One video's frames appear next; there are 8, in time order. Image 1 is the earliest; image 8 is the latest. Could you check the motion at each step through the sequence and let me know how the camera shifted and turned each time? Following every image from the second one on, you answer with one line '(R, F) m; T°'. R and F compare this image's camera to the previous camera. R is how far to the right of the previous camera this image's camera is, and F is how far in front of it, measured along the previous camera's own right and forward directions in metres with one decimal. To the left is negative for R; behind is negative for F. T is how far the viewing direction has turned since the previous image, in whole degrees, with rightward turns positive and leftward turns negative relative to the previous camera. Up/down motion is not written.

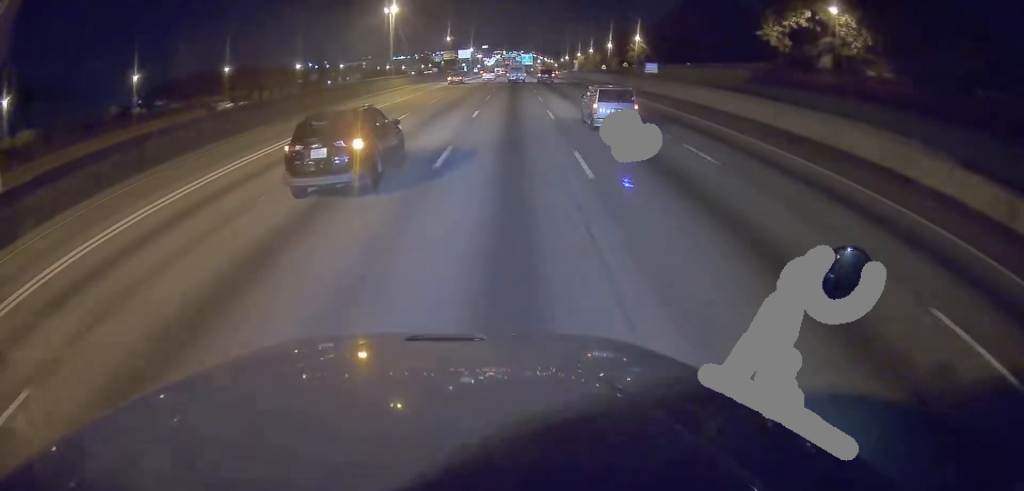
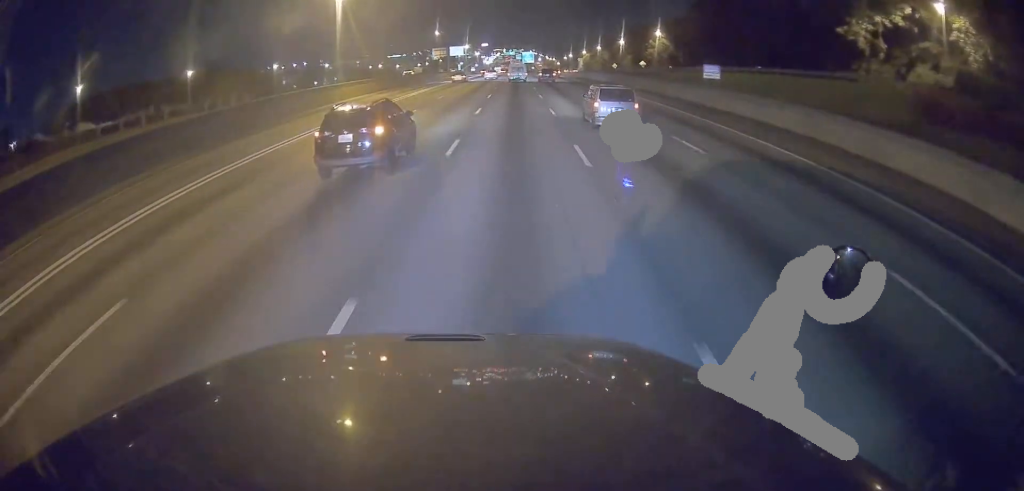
(+0.3, +23.0) m; 0°
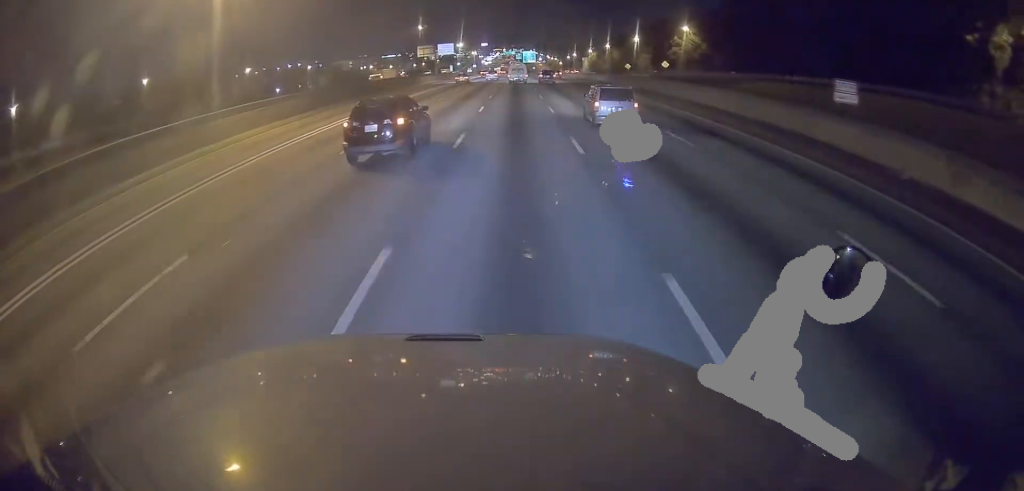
(-0.3, +22.4) m; 0°
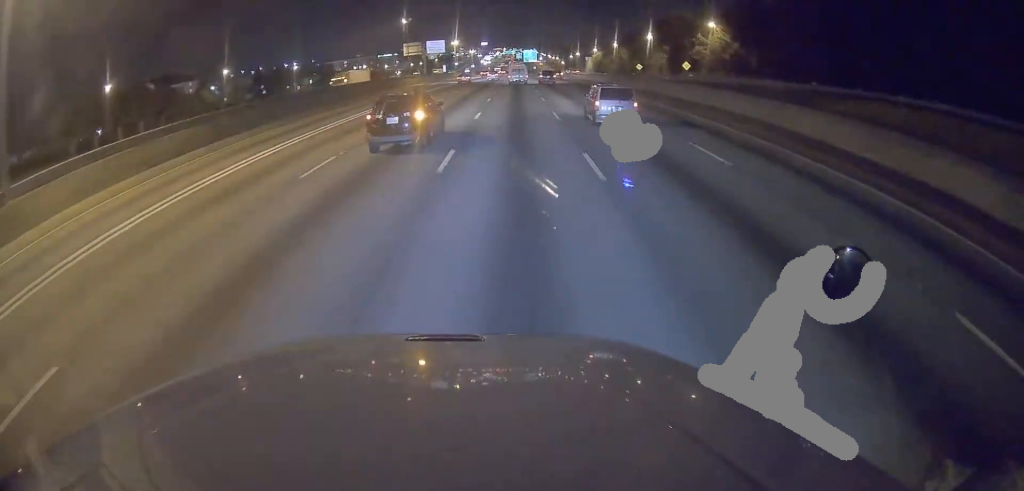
(+0.1, +15.7) m; 0°
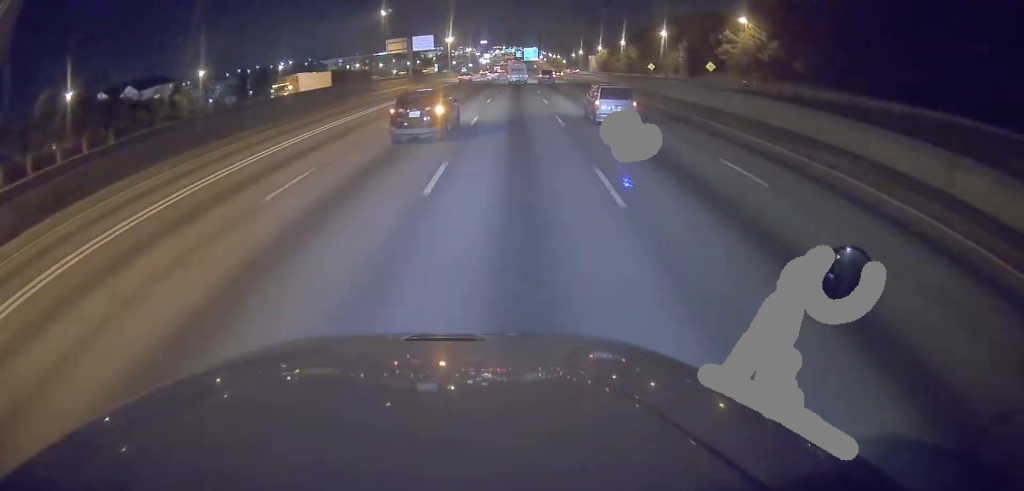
(+0.2, +14.2) m; 0°
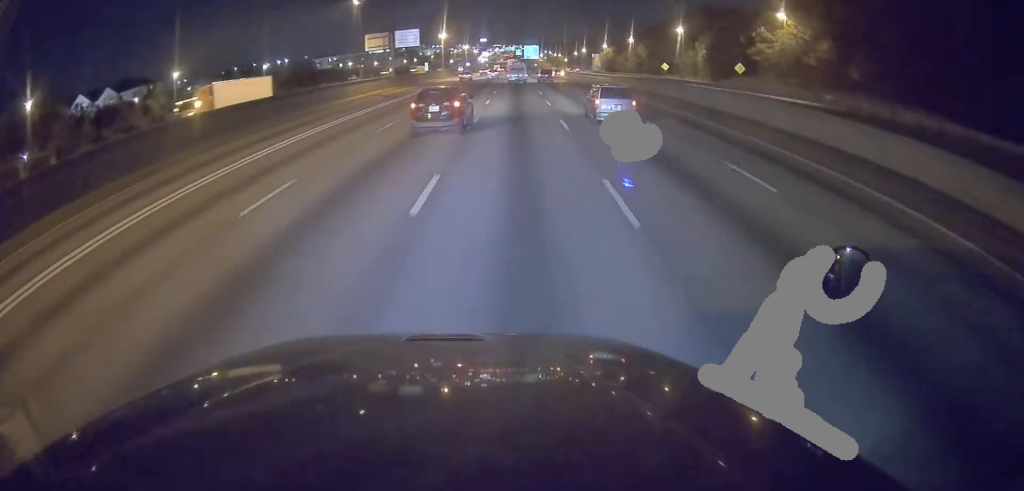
(-0.1, +13.4) m; 0°
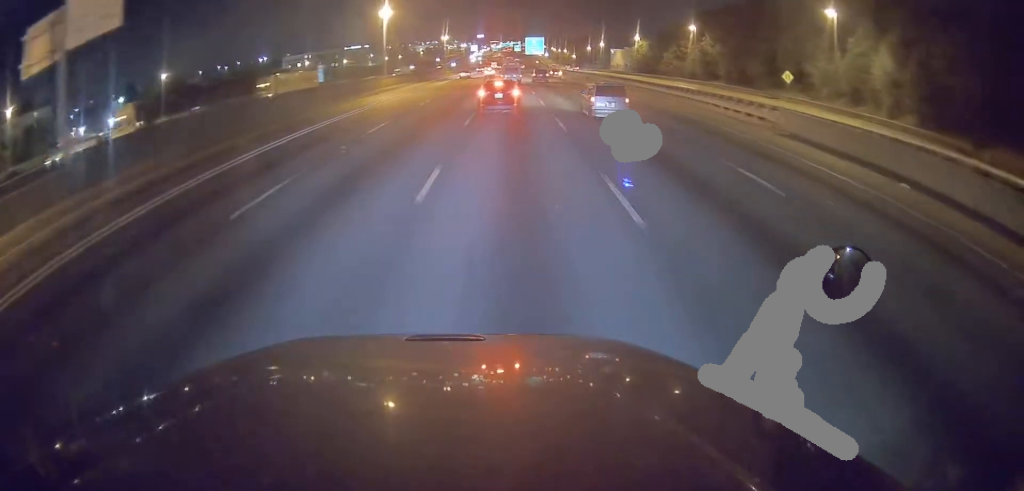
(-0.2, +60.7) m; 0°
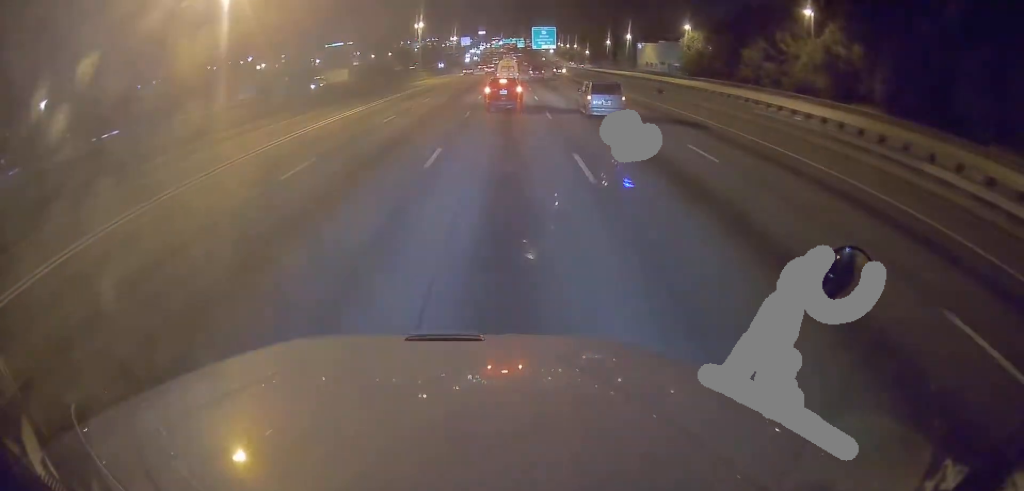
(-0.1, +45.7) m; -1°
